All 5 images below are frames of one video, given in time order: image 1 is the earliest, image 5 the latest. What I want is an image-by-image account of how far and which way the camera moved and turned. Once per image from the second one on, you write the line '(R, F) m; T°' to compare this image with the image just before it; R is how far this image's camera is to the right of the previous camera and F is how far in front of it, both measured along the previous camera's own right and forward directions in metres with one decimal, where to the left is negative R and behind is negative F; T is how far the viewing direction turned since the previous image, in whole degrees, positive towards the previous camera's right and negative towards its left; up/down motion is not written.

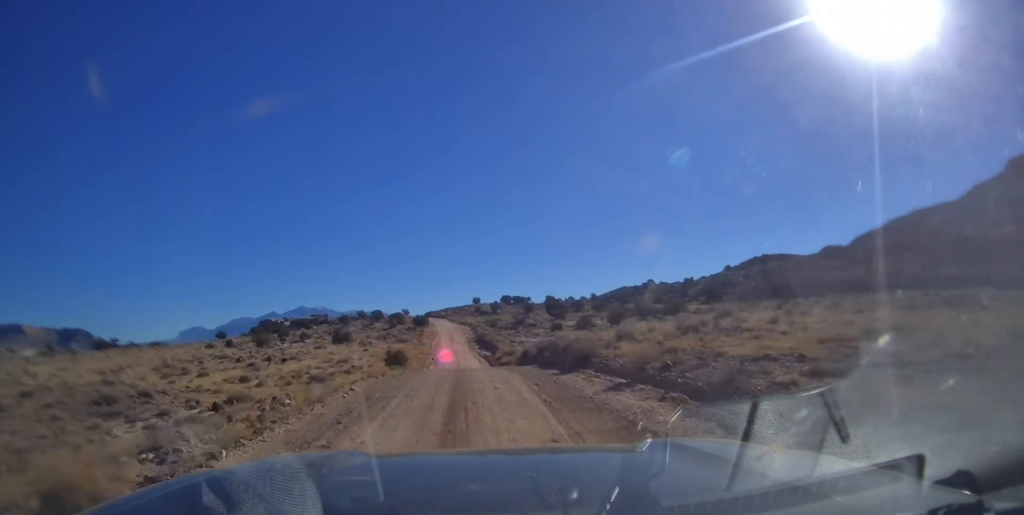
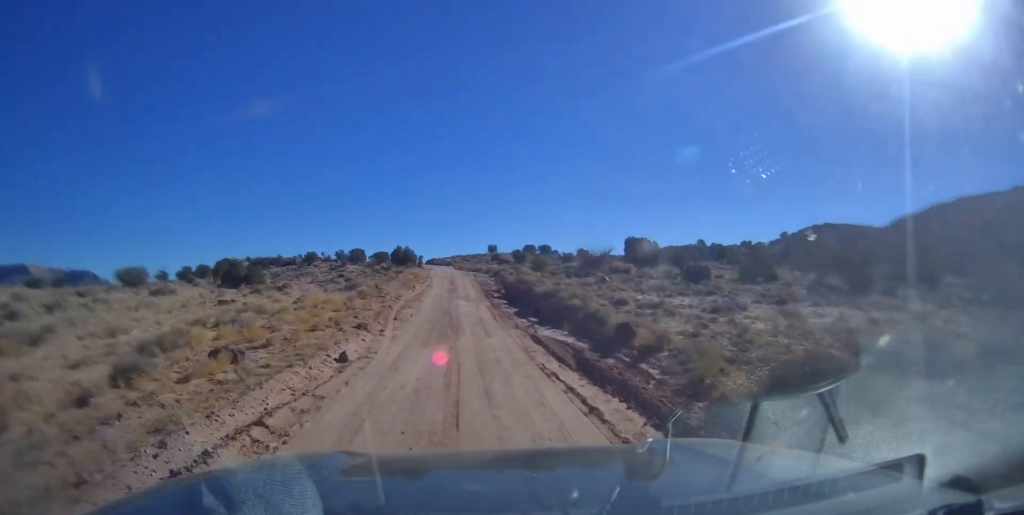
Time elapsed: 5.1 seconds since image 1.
(-0.2, +40.1) m; -1°
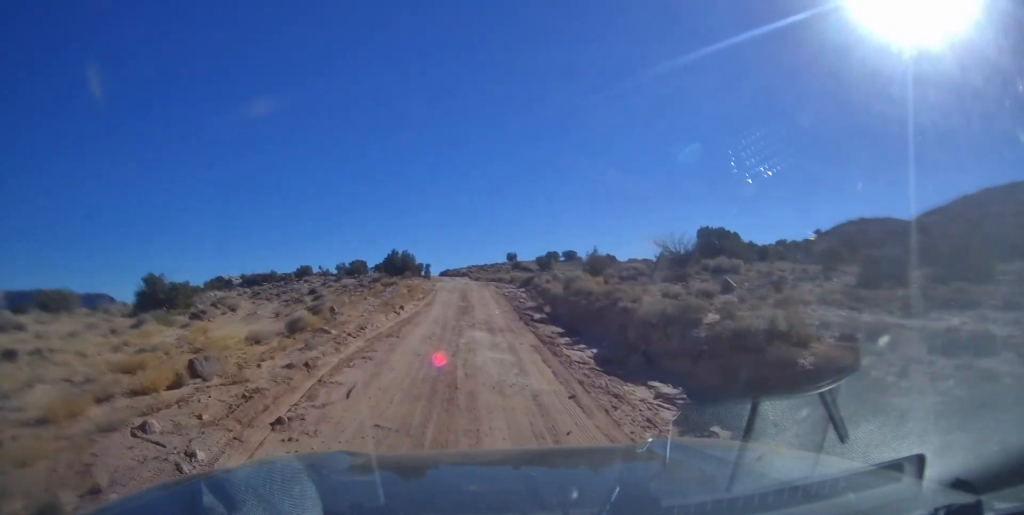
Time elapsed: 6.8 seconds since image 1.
(-0.6, +14.1) m; -2°
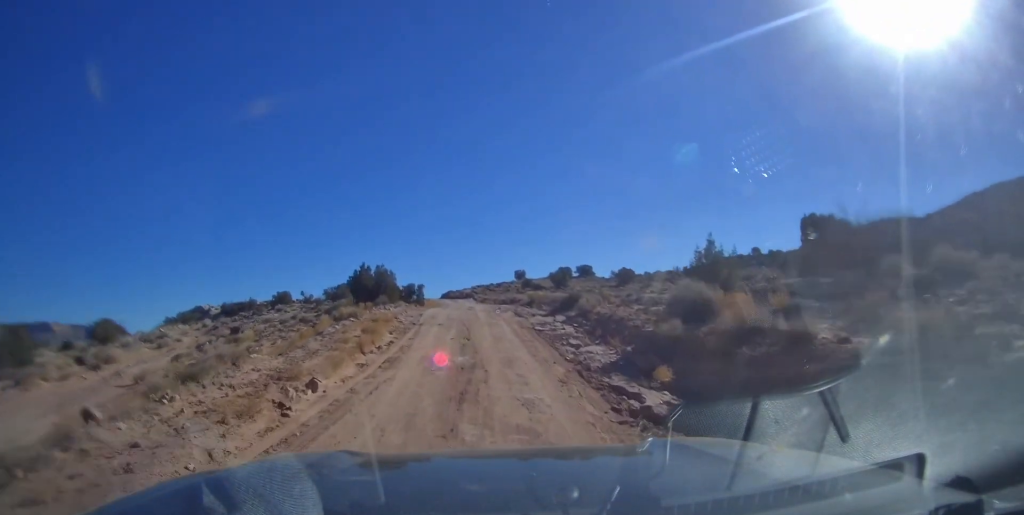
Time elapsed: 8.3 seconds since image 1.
(+0.2, +12.7) m; 0°
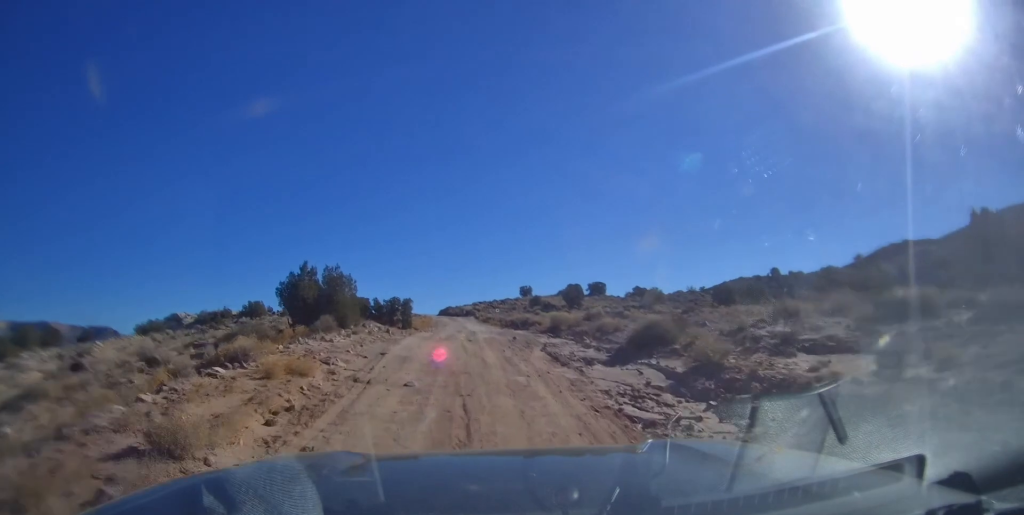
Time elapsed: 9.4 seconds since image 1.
(-0.1, +10.1) m; 0°
